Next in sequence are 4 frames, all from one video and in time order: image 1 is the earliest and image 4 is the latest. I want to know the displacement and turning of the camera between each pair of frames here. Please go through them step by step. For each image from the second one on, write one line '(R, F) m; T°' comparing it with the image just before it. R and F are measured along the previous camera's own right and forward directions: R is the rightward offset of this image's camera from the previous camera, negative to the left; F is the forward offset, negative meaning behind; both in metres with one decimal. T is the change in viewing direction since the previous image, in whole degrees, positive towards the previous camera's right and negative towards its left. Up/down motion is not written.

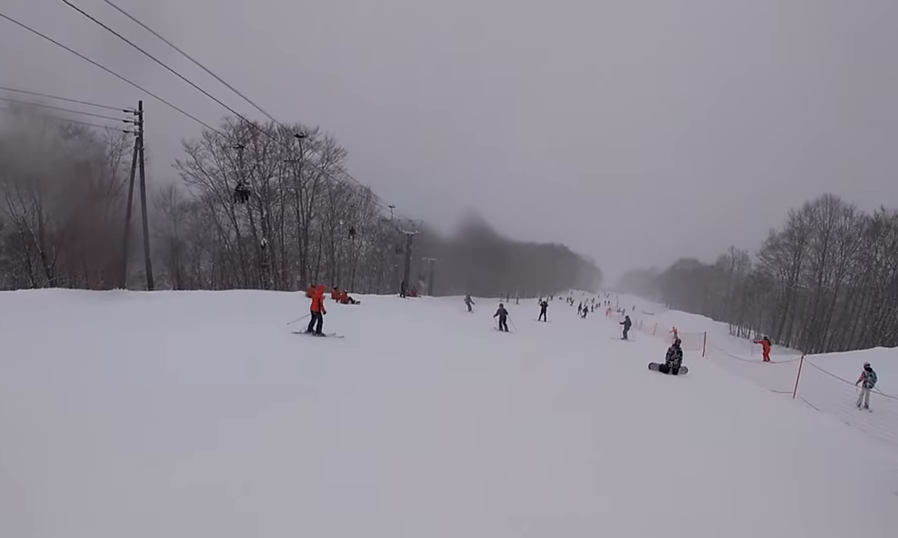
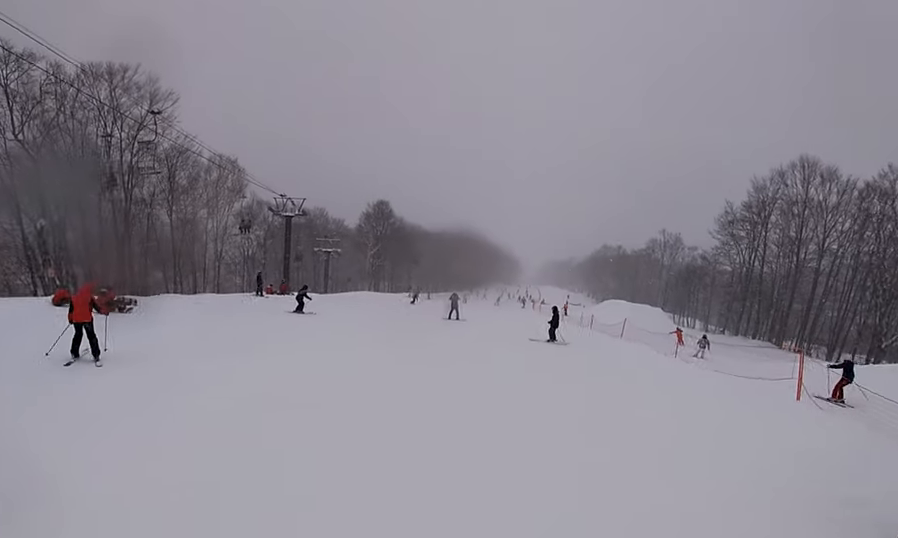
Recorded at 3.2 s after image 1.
(+1.7, +14.9) m; -2°
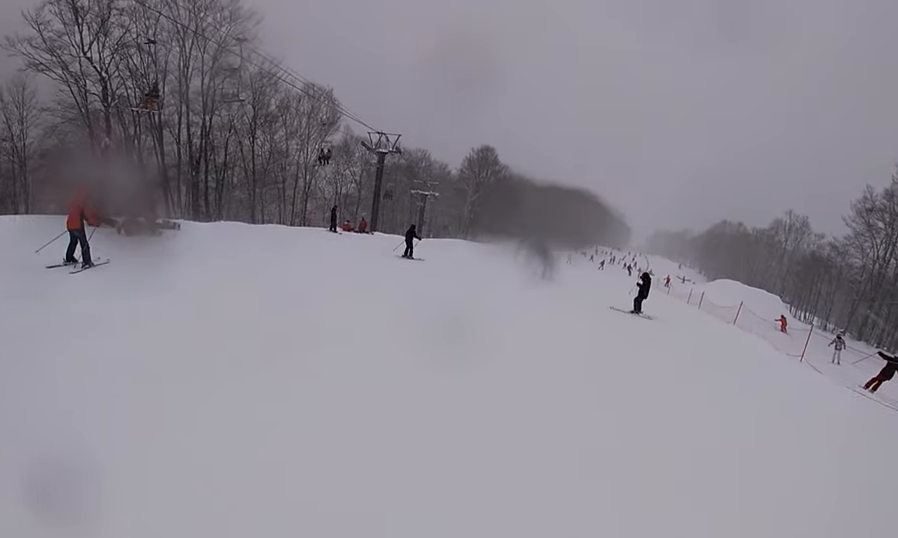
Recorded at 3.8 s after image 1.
(+0.9, +3.1) m; +7°
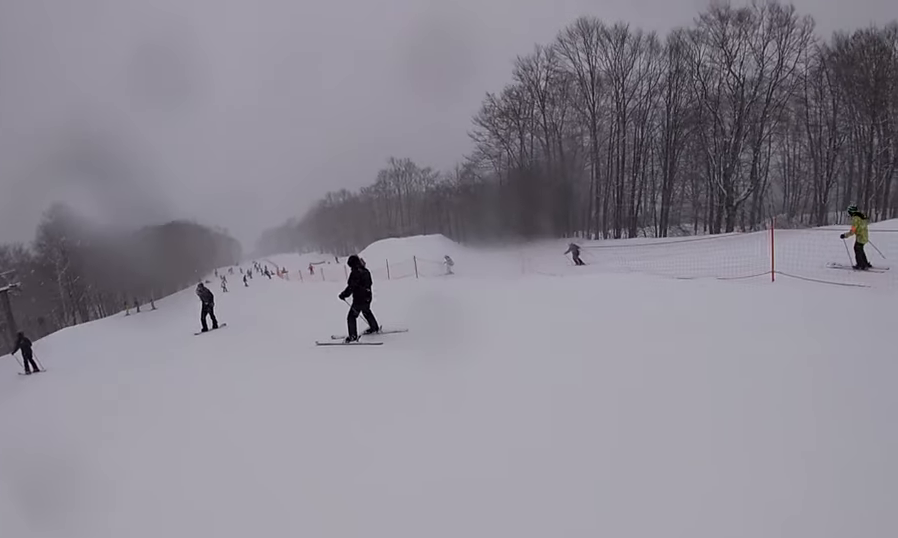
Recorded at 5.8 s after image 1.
(+2.4, +10.8) m; +27°
